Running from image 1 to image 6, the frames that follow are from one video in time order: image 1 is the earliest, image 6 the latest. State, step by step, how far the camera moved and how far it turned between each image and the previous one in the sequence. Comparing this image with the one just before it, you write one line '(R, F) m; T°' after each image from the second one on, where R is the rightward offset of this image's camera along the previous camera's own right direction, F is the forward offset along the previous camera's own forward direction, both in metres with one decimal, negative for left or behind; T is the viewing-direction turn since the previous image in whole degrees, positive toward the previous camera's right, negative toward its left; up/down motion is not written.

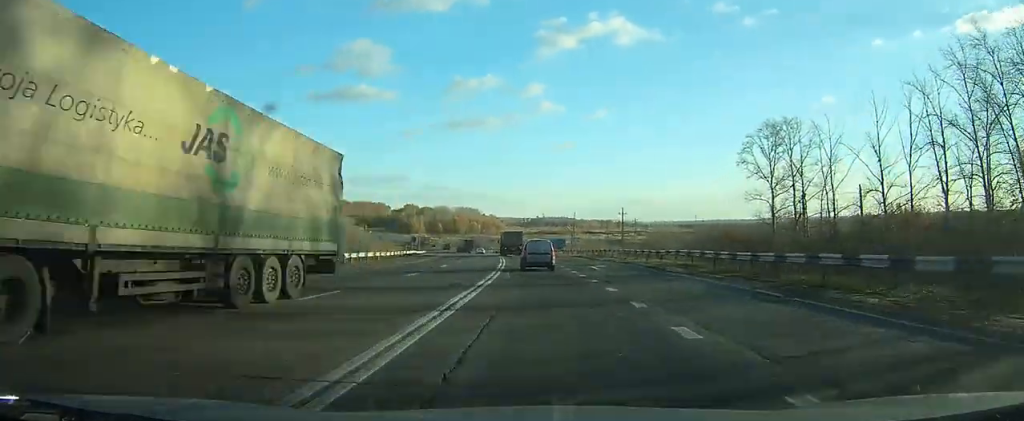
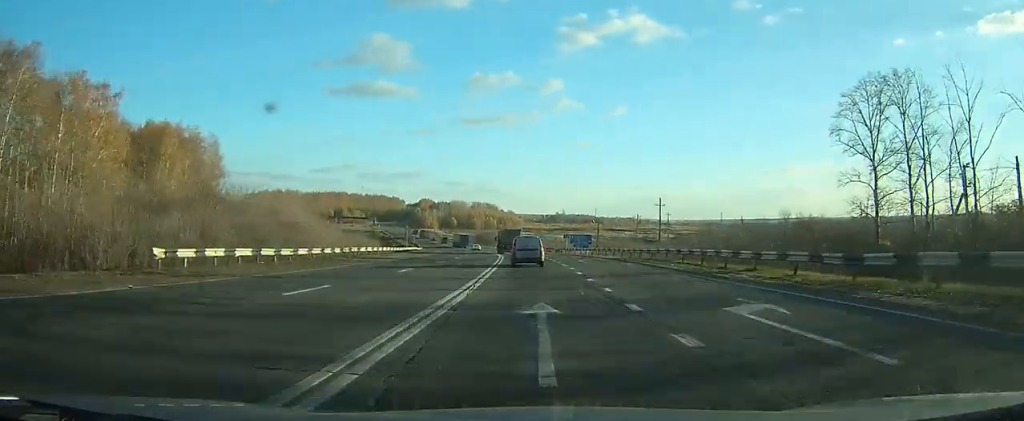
(-0.5, +25.2) m; -2°
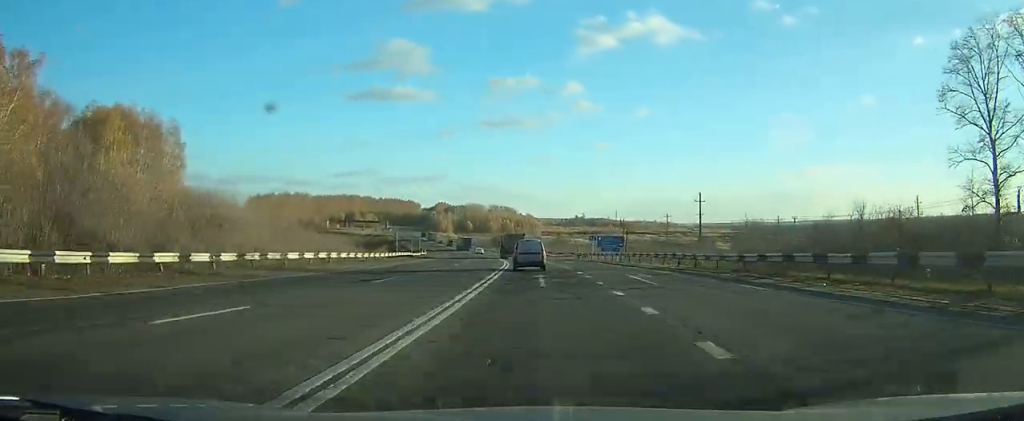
(+0.1, +17.1) m; -1°
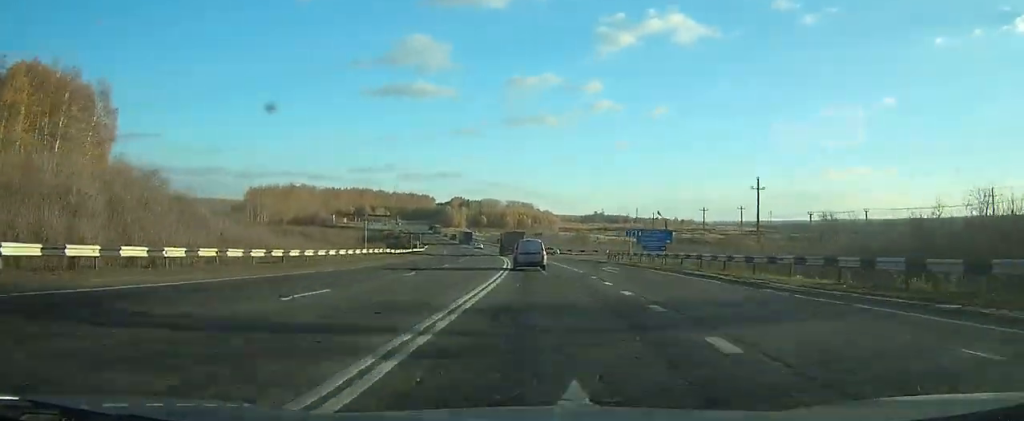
(-0.5, +19.3) m; -2°
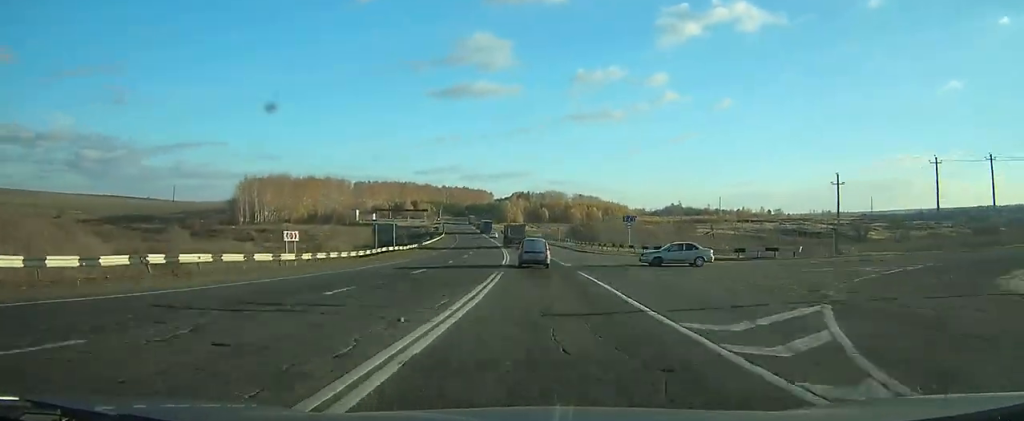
(-3.6, +68.2) m; -6°
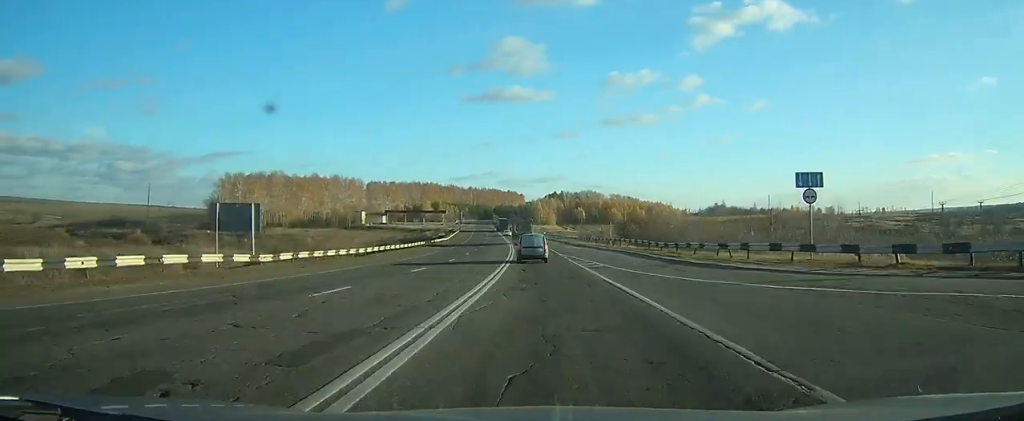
(-0.9, +42.1) m; -3°
